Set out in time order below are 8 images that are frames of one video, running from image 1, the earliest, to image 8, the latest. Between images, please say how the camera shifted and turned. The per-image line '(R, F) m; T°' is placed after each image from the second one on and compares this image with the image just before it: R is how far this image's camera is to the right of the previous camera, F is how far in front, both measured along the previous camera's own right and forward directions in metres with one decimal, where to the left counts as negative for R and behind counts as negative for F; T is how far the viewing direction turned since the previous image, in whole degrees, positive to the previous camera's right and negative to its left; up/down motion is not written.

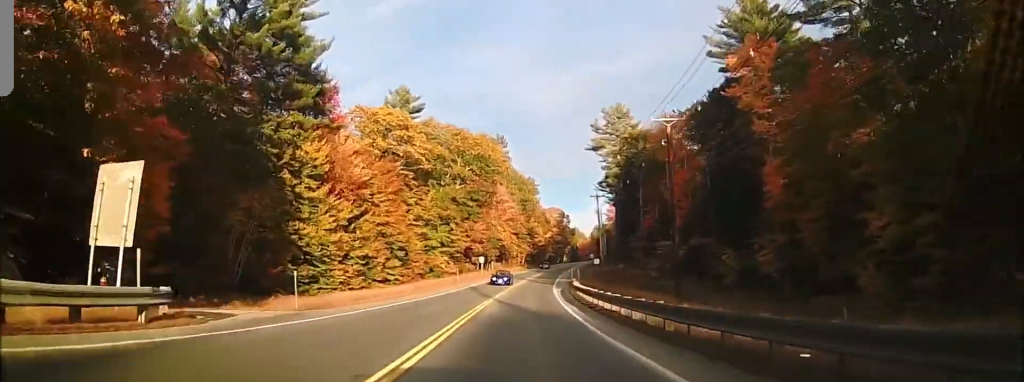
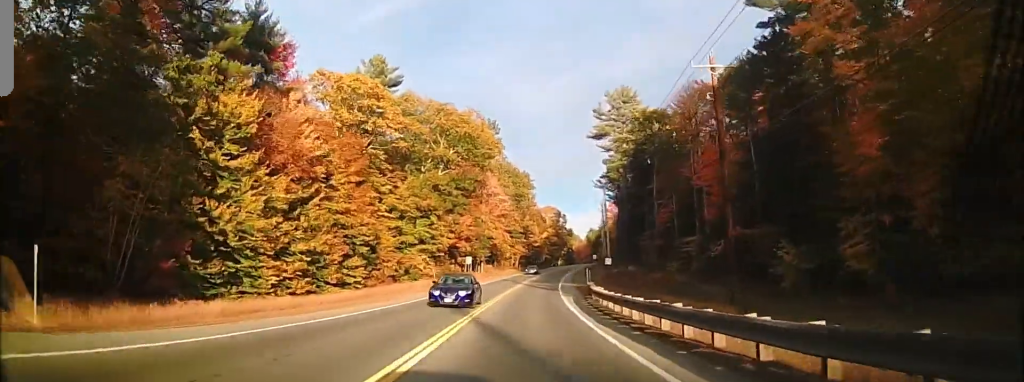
(-0.2, +13.4) m; 0°
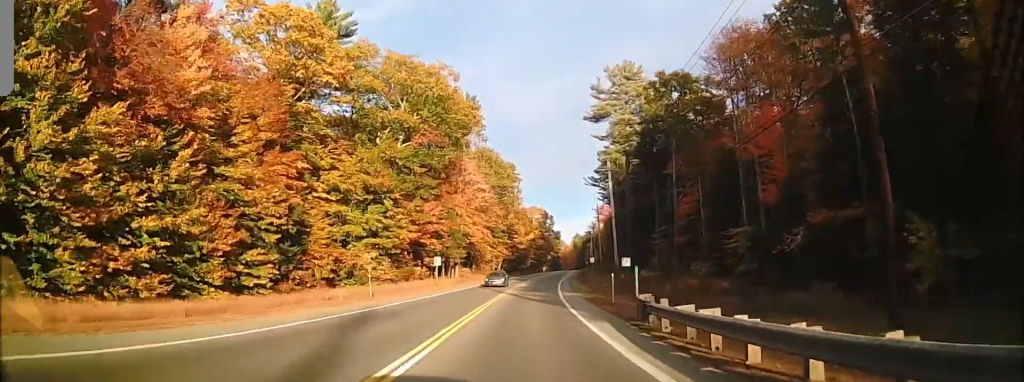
(+0.5, +17.0) m; +3°
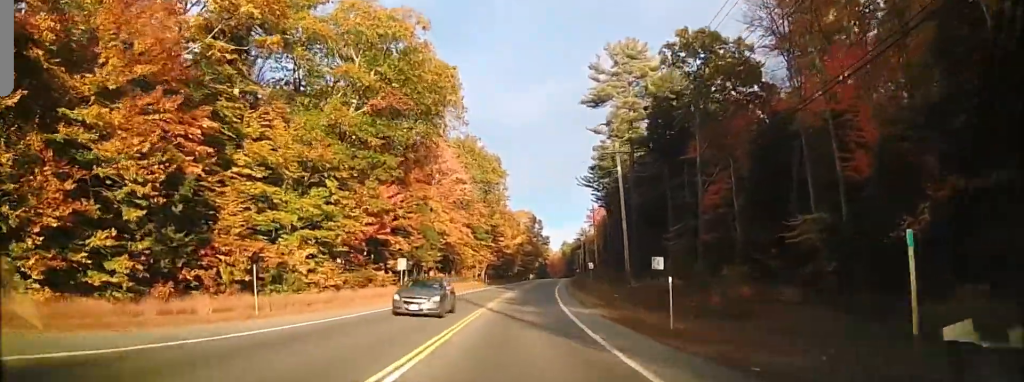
(+0.4, +12.9) m; 0°
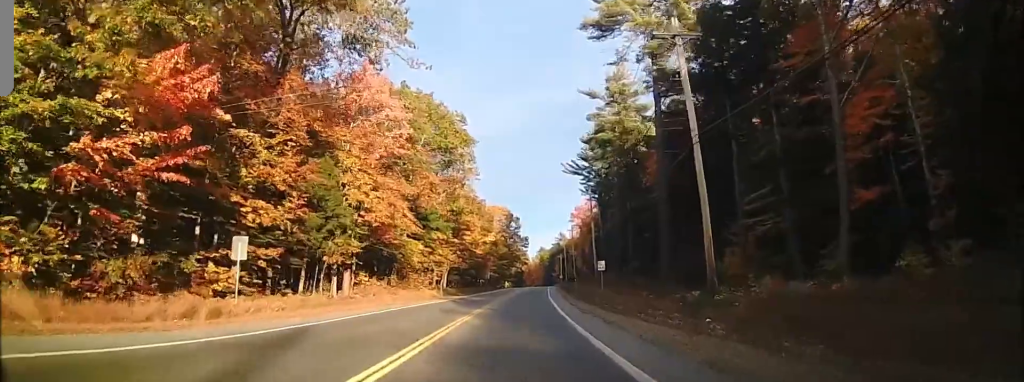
(+0.4, +26.0) m; +3°
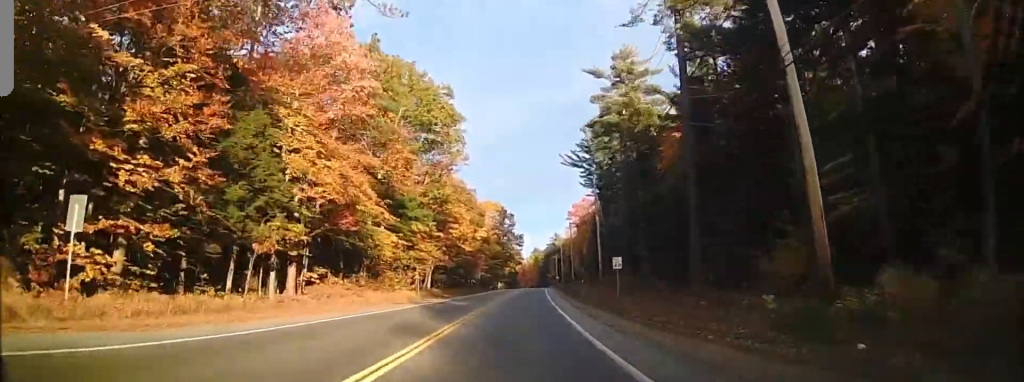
(+0.4, +9.5) m; +1°
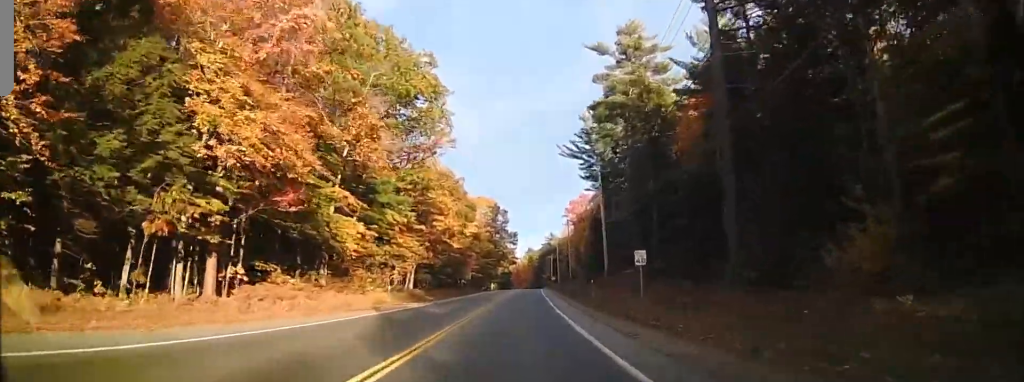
(-0.3, +8.6) m; -1°
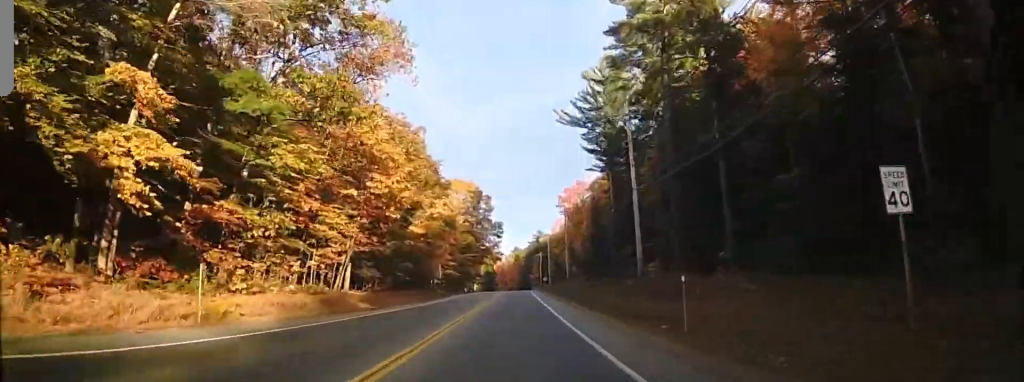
(-0.3, +21.2) m; -1°
